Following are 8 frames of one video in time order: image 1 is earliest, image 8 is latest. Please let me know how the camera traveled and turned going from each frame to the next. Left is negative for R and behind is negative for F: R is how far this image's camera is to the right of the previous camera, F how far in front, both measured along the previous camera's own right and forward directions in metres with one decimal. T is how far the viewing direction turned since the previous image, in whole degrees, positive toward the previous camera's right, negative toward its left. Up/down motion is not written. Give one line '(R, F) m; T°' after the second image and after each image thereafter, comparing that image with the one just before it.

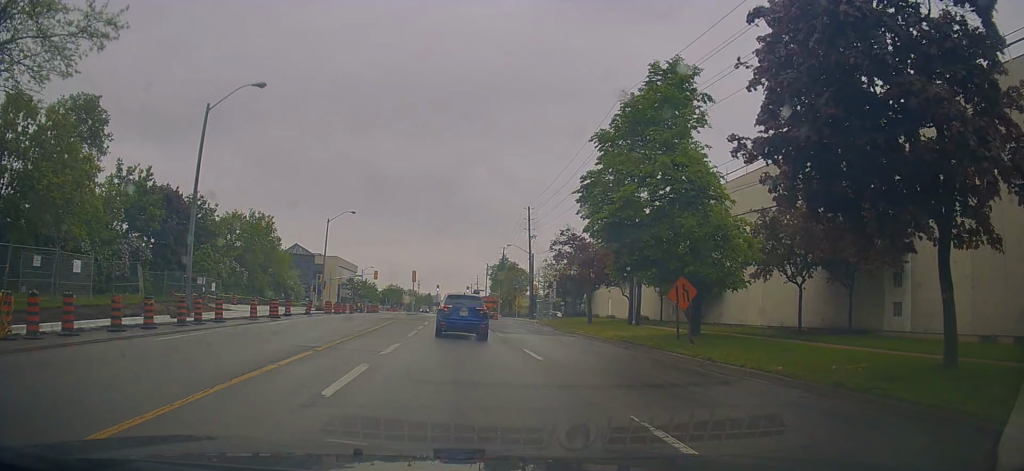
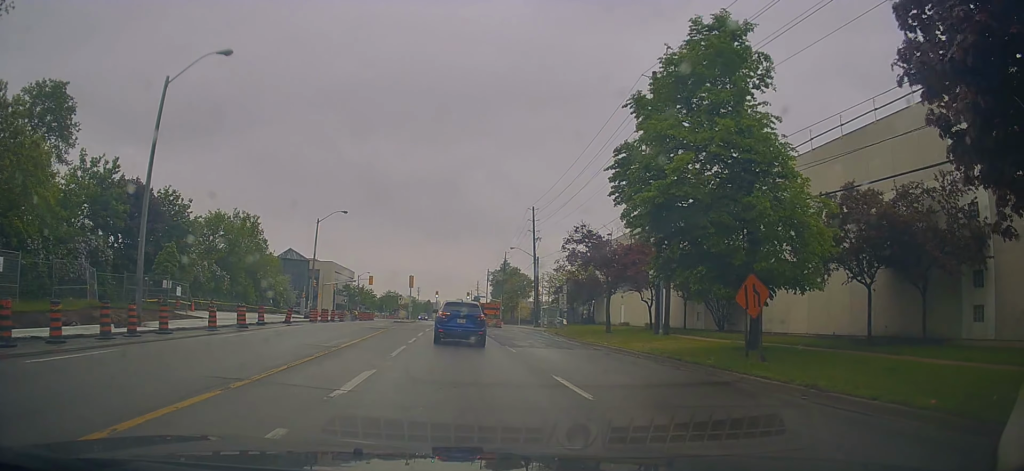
(+0.3, +4.5) m; +3°
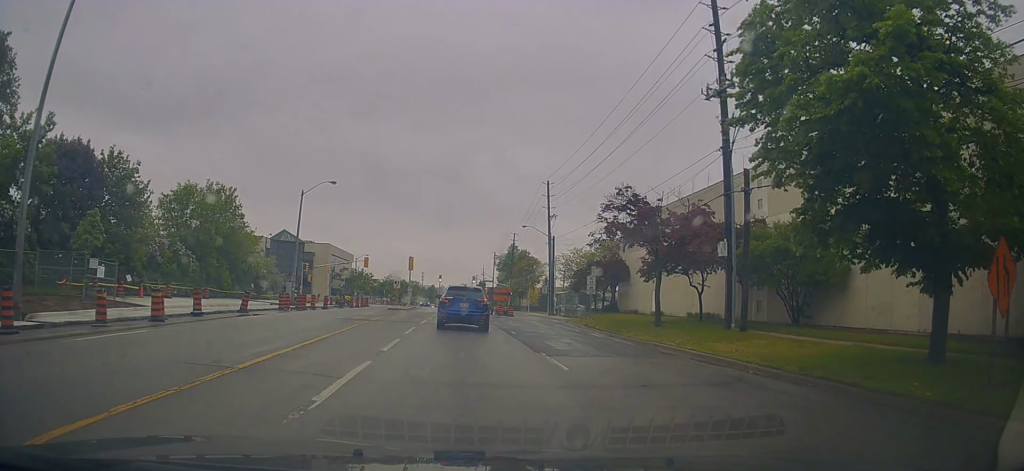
(+0.1, +7.7) m; 0°
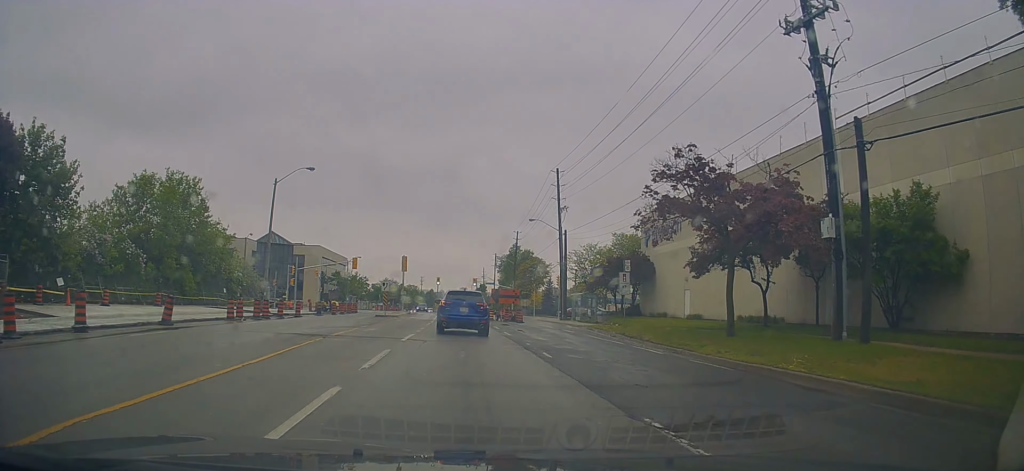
(-0.1, +7.5) m; -1°
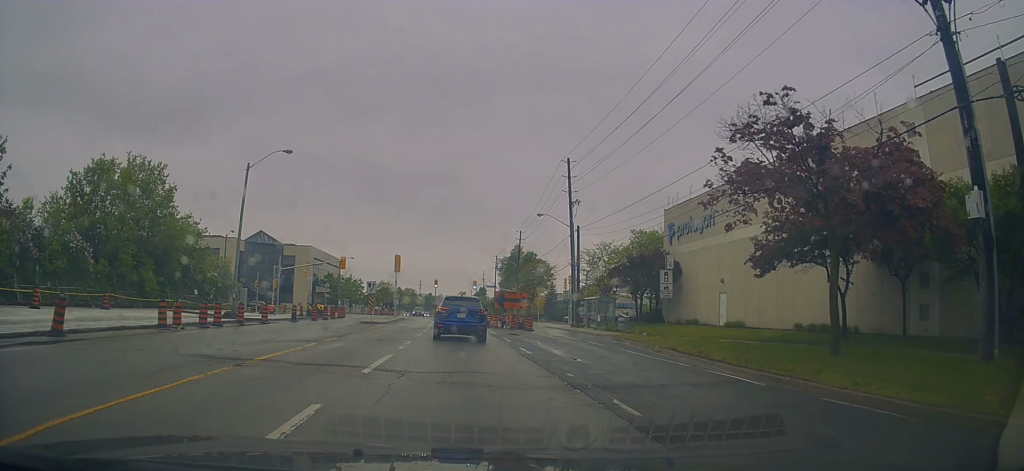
(-0.1, +6.5) m; 0°
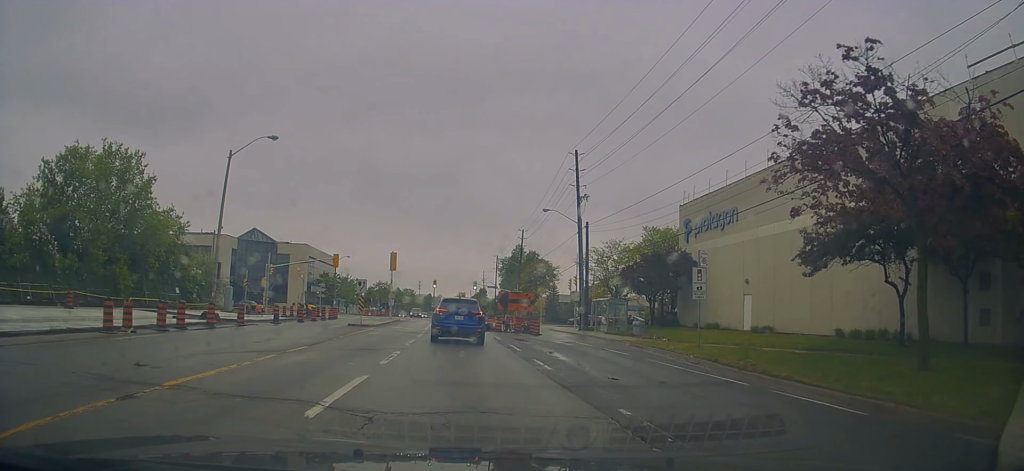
(0.0, +3.9) m; 0°
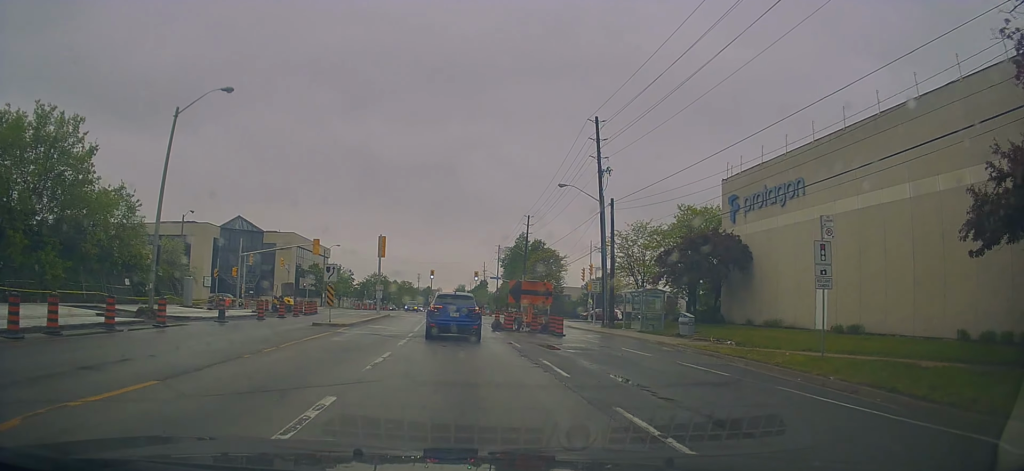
(0.0, +7.6) m; 0°
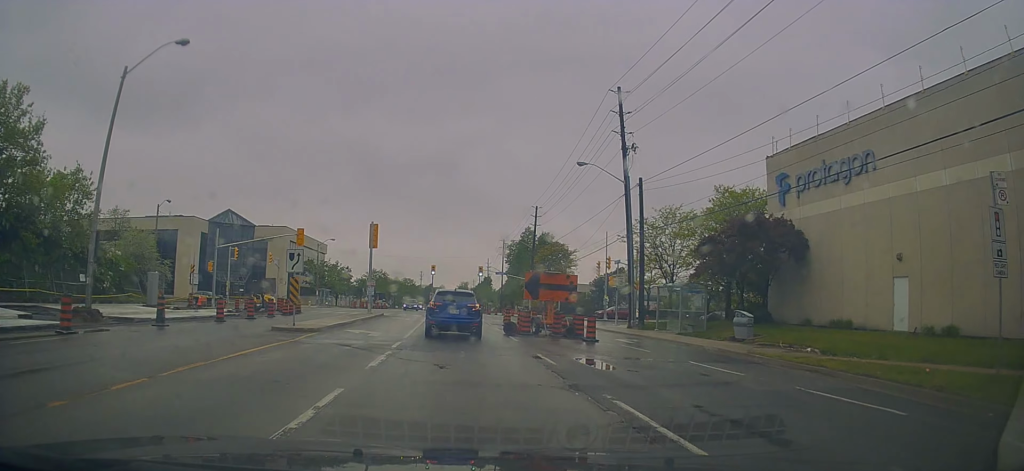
(0.0, +6.1) m; -1°
